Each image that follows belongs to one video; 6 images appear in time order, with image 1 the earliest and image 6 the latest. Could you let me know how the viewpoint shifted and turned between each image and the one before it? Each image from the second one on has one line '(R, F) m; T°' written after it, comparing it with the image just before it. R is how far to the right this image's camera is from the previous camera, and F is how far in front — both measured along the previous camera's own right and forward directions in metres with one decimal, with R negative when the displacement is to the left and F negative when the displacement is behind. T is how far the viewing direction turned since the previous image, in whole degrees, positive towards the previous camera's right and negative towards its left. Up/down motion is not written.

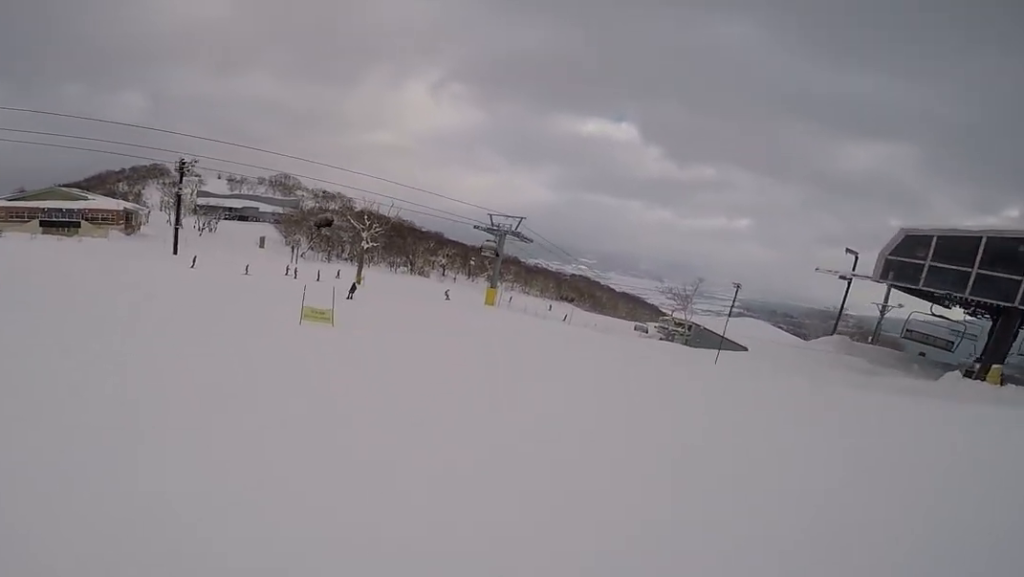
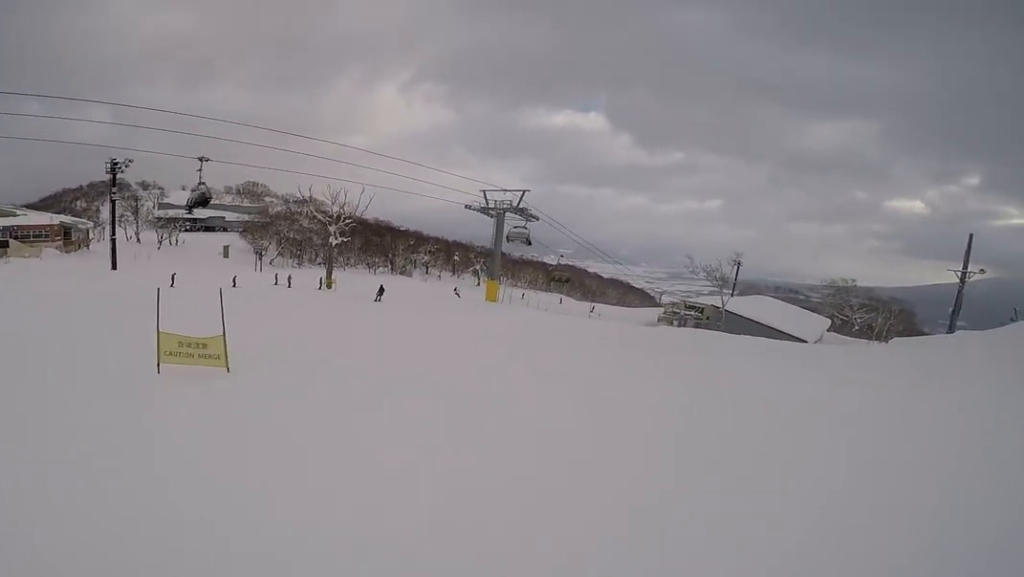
(-0.1, +9.2) m; 0°
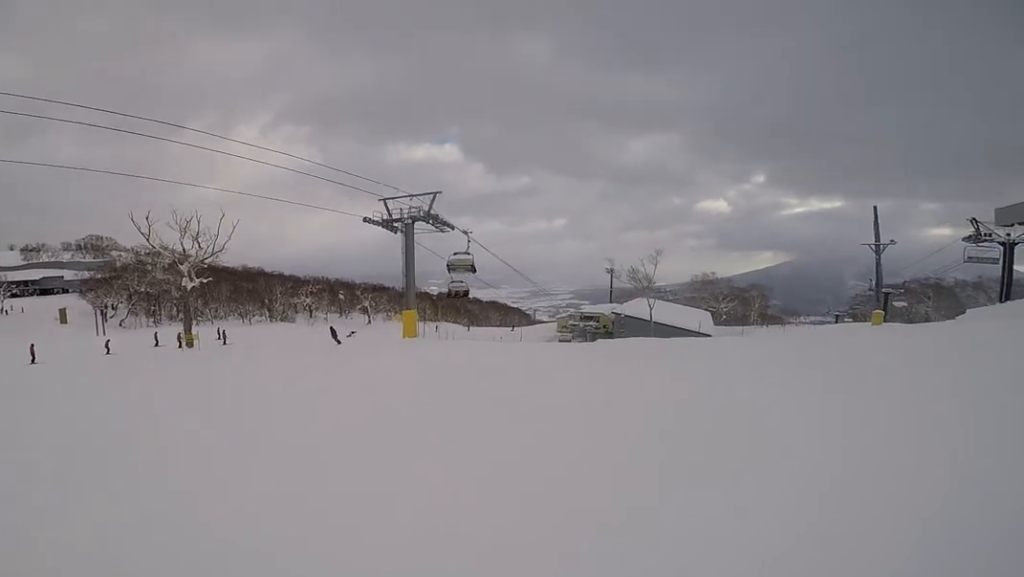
(0.0, +8.9) m; 0°
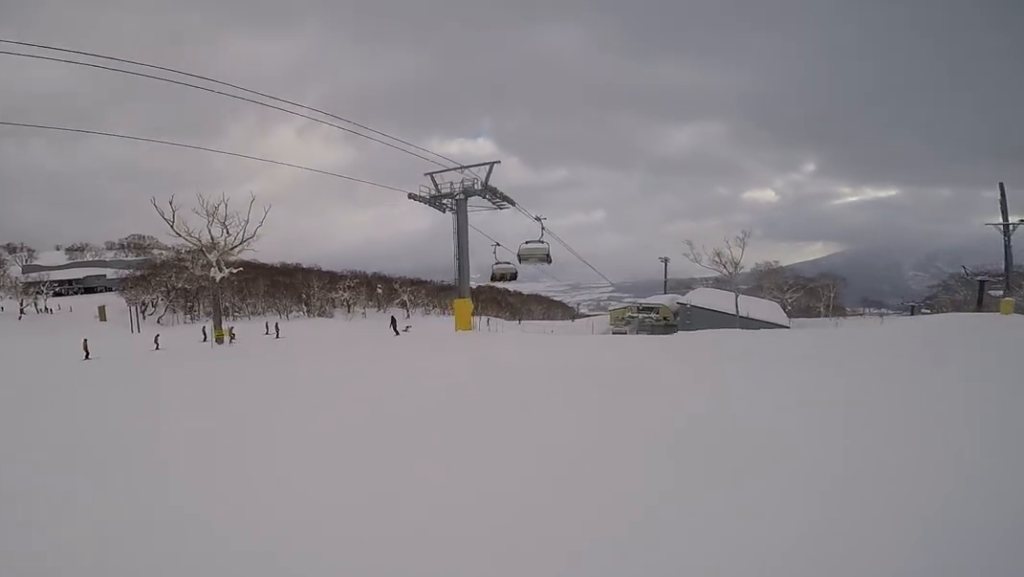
(0.0, +4.2) m; +1°
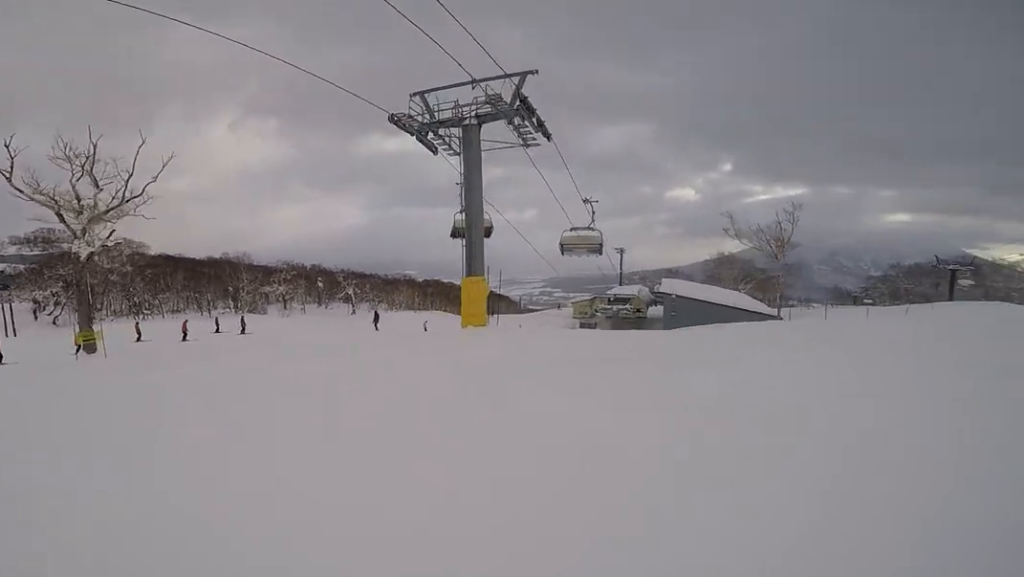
(+0.3, +10.1) m; +6°
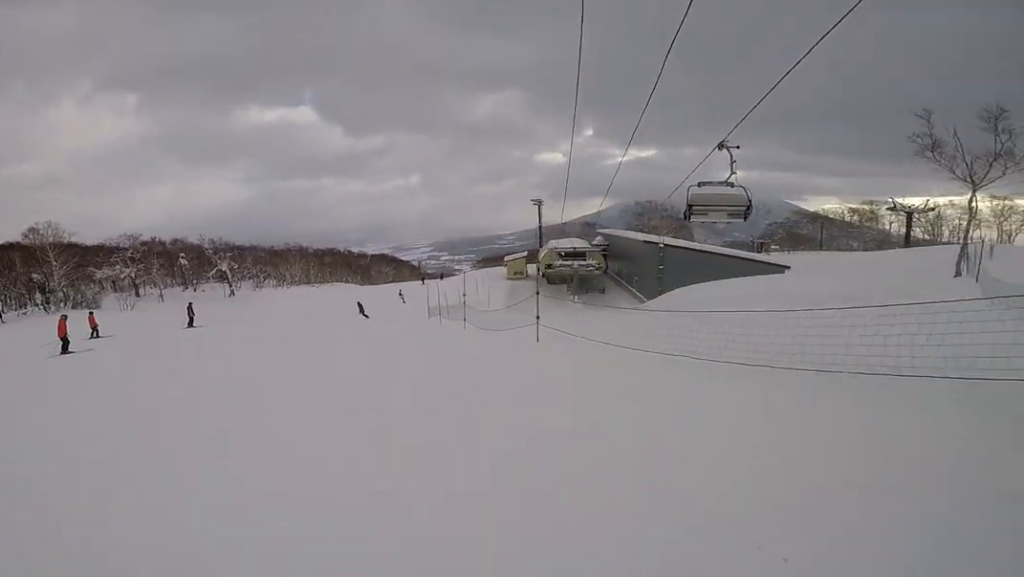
(+2.7, +18.6) m; +18°
